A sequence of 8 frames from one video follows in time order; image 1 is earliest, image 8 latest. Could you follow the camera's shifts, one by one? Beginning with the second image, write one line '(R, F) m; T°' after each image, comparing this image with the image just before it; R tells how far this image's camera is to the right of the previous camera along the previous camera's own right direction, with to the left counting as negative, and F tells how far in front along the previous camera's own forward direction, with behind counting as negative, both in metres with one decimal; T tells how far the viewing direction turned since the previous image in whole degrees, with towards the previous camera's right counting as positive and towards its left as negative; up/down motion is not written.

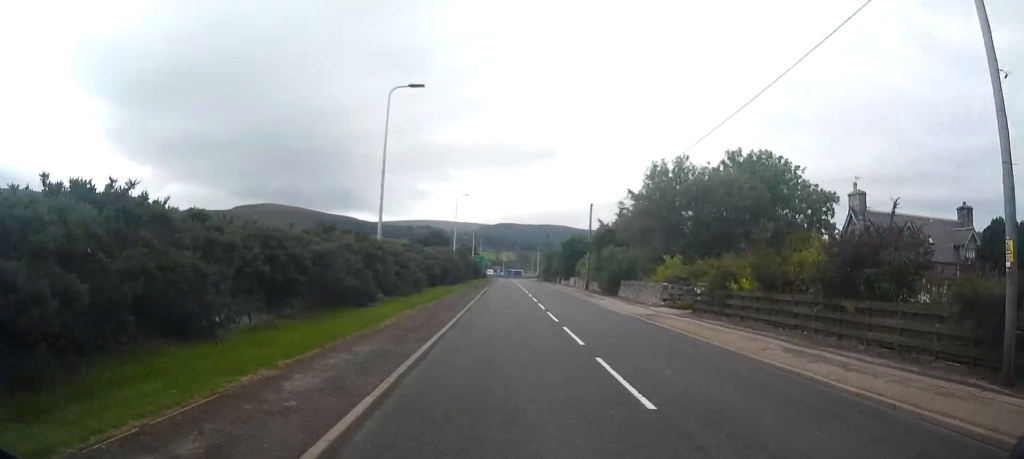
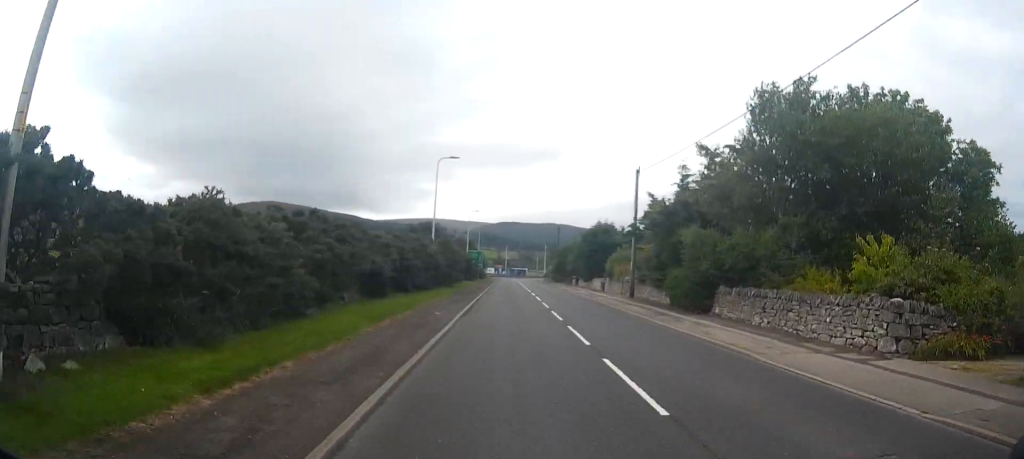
(0.0, +18.4) m; 0°
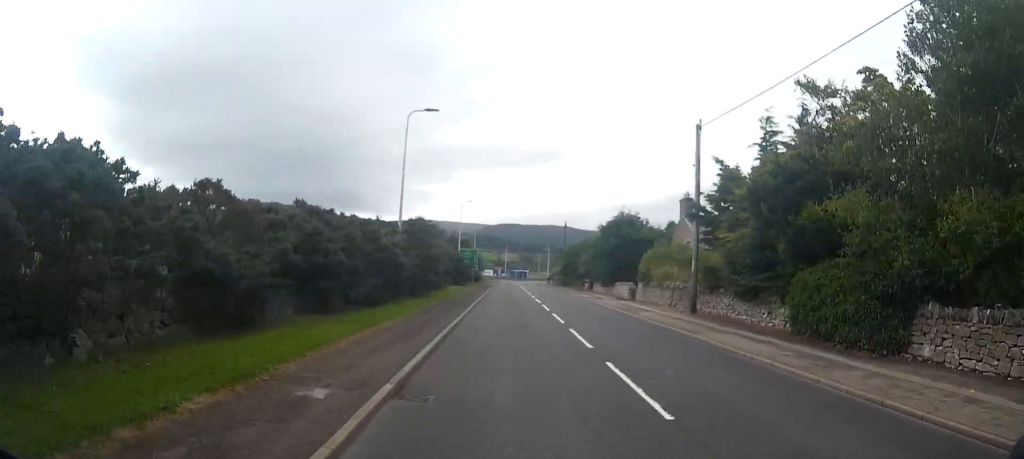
(0.0, +12.1) m; 0°
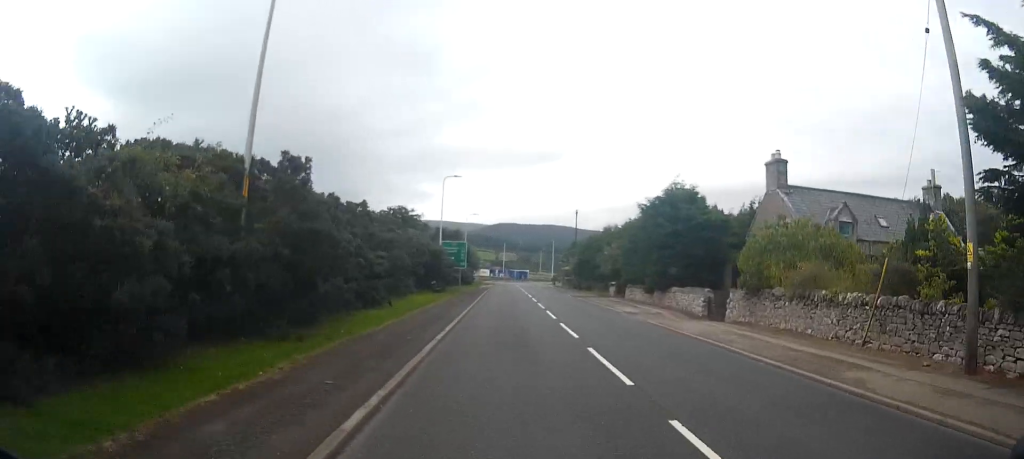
(0.0, +16.0) m; 0°
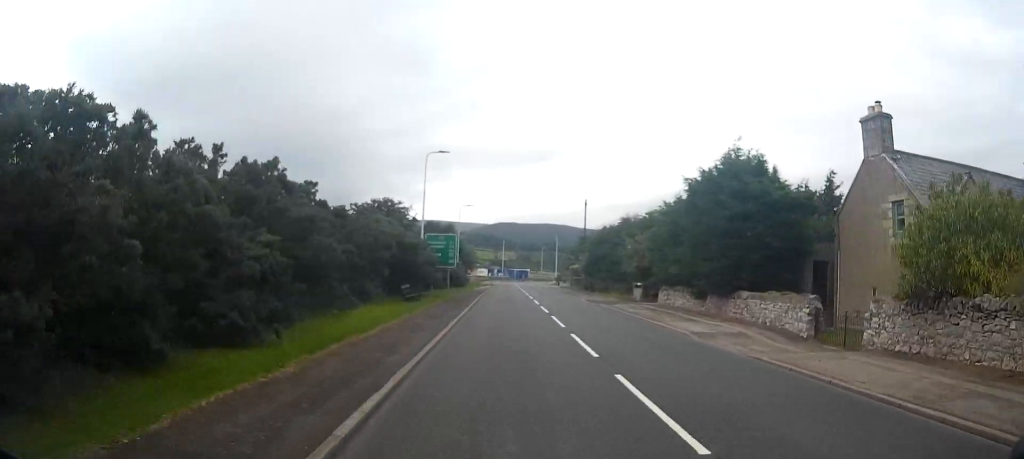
(0.0, +9.2) m; 0°
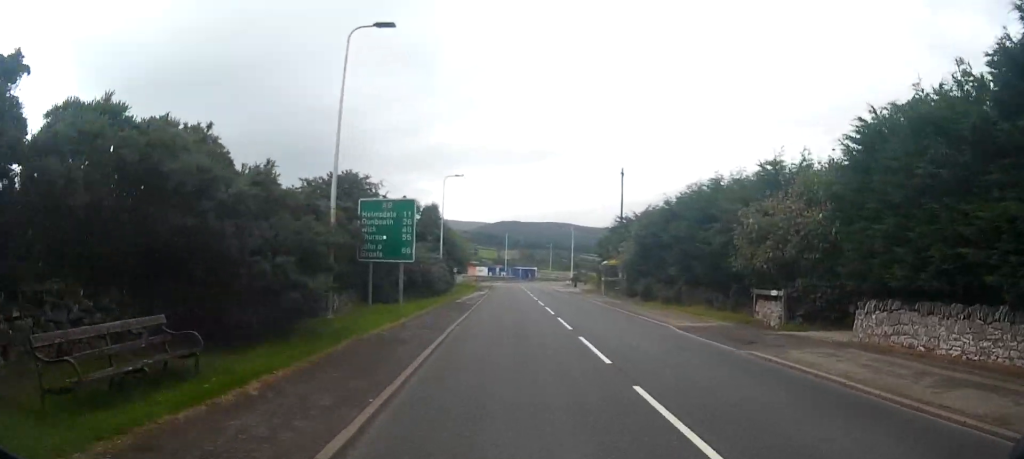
(0.0, +18.7) m; -1°
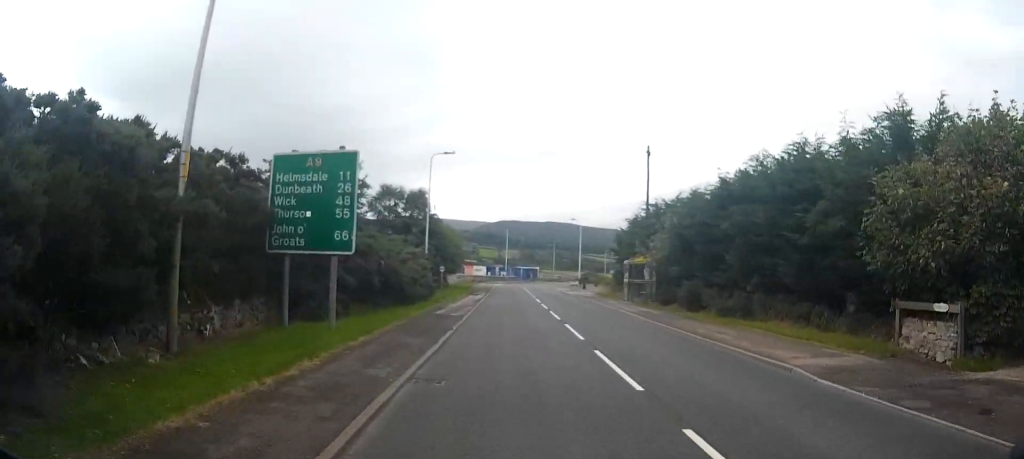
(-0.1, +8.2) m; 0°
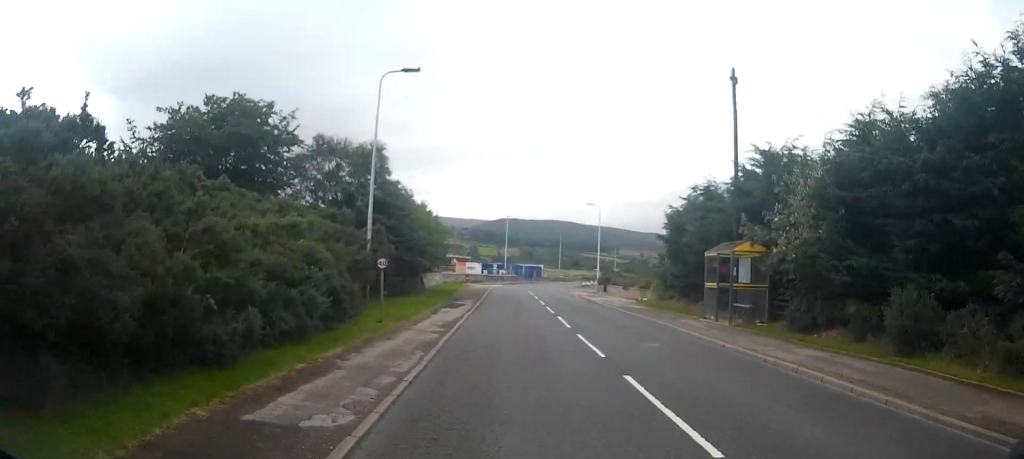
(0.0, +15.0) m; 0°
